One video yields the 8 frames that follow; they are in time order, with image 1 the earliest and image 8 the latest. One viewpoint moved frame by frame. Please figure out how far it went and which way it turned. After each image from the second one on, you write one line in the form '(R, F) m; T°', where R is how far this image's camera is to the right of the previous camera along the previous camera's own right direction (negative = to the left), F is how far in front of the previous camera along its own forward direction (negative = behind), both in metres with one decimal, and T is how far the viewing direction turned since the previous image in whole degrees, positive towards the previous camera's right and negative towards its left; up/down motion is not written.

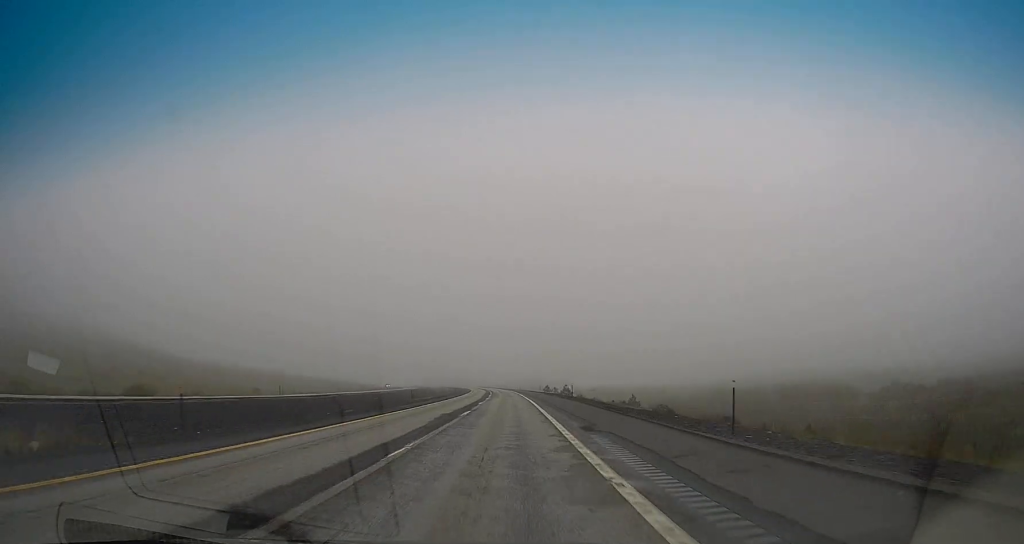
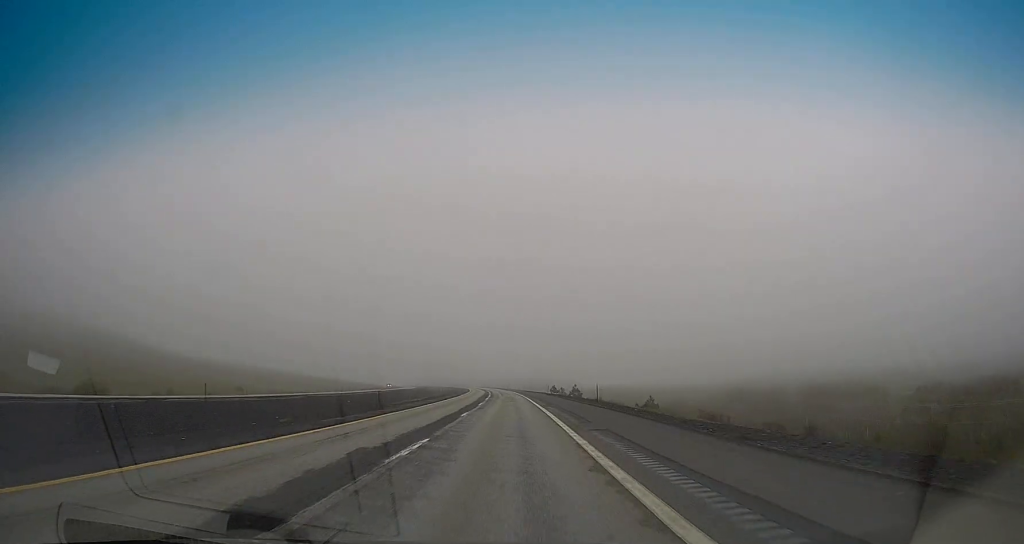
(0.0, +16.7) m; 0°
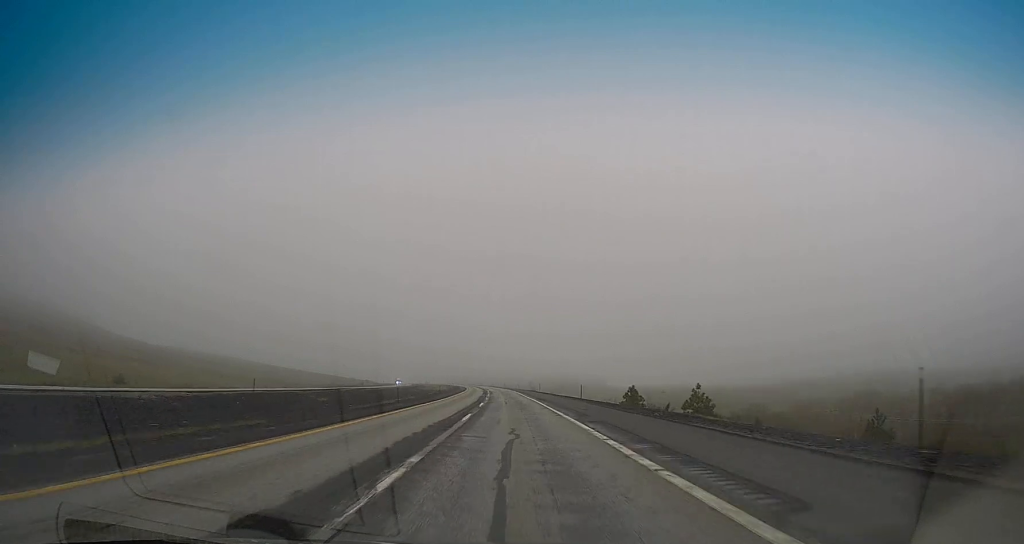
(-0.2, +82.3) m; -2°
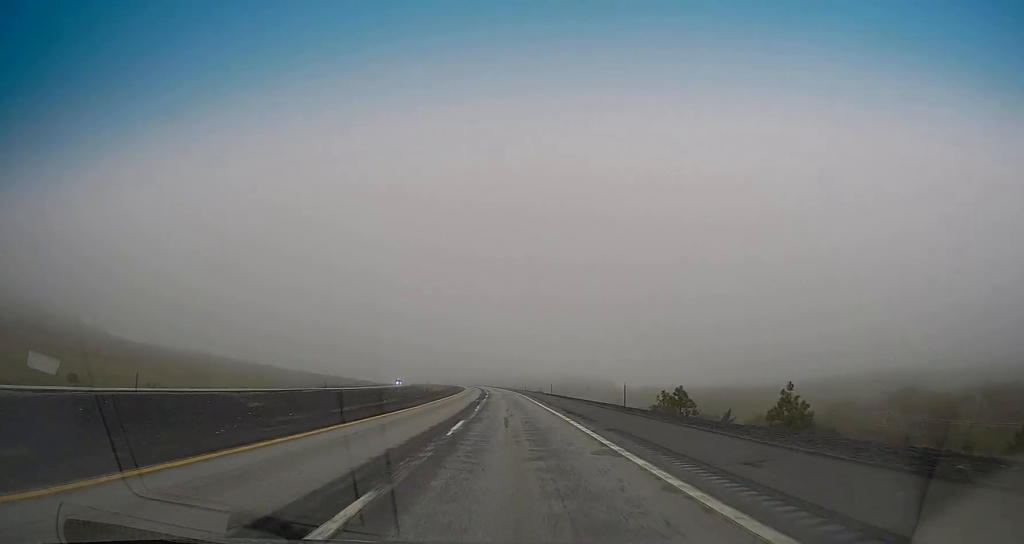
(-0.4, +19.6) m; 0°
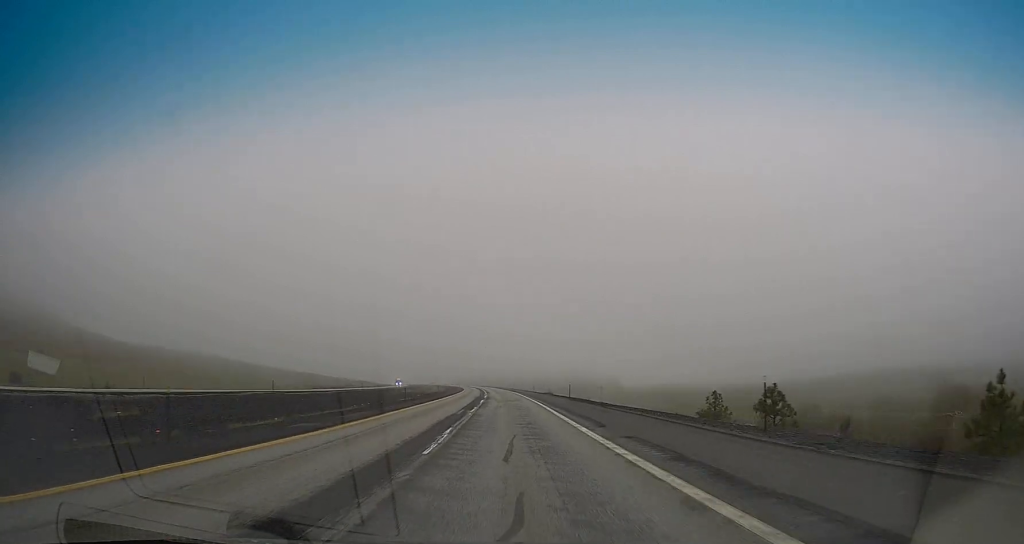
(+0.1, +19.6) m; 0°
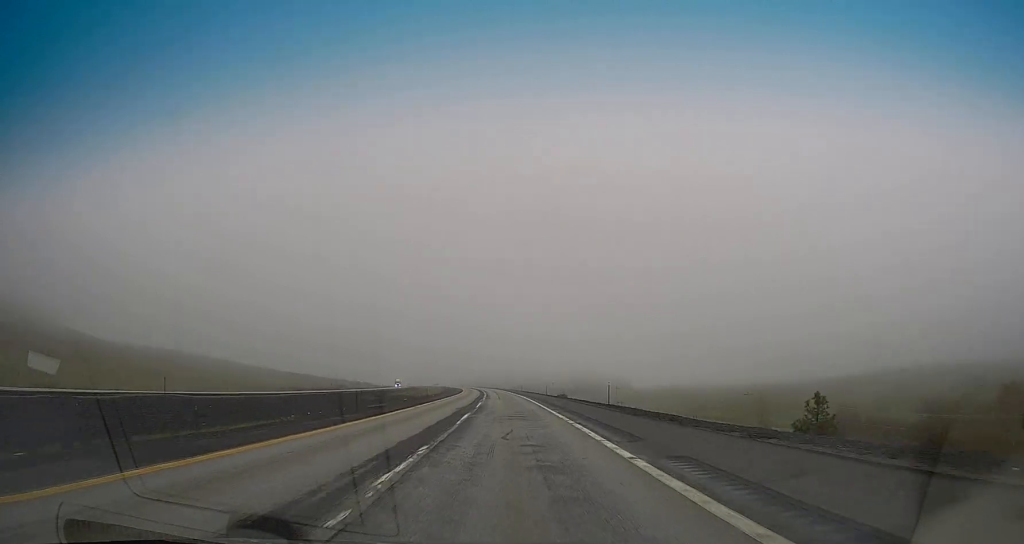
(+0.1, +21.5) m; 0°
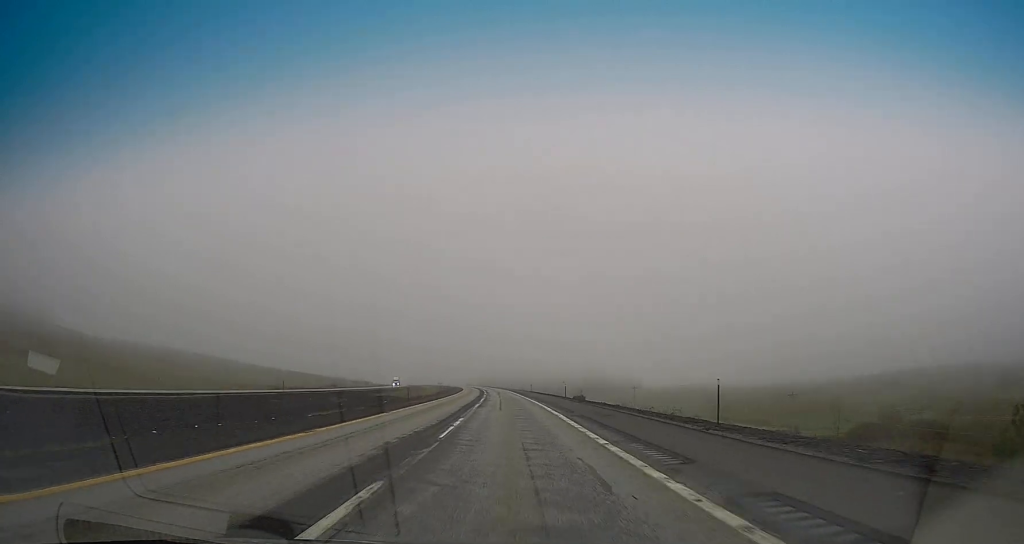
(-0.1, +20.4) m; -1°
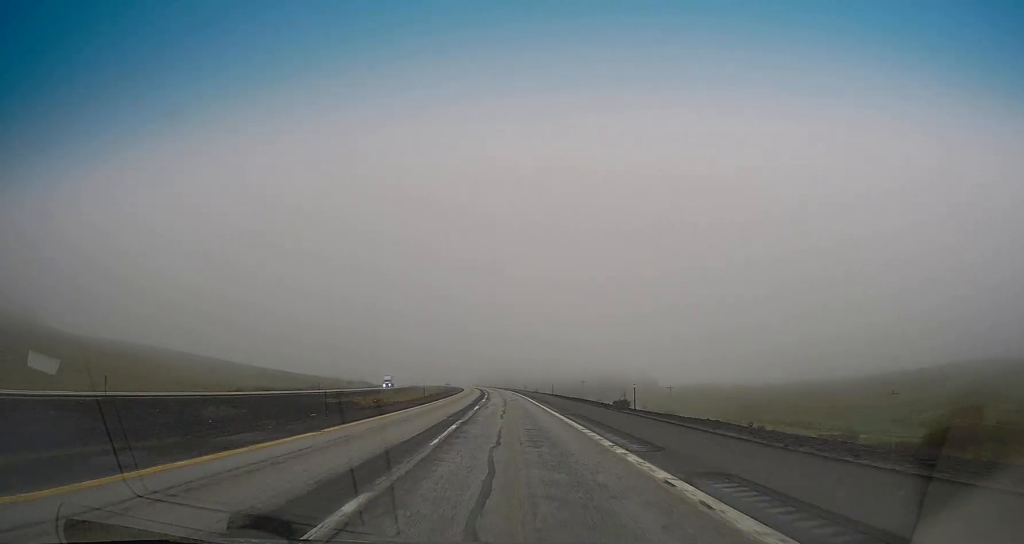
(-0.5, +32.1) m; -1°
